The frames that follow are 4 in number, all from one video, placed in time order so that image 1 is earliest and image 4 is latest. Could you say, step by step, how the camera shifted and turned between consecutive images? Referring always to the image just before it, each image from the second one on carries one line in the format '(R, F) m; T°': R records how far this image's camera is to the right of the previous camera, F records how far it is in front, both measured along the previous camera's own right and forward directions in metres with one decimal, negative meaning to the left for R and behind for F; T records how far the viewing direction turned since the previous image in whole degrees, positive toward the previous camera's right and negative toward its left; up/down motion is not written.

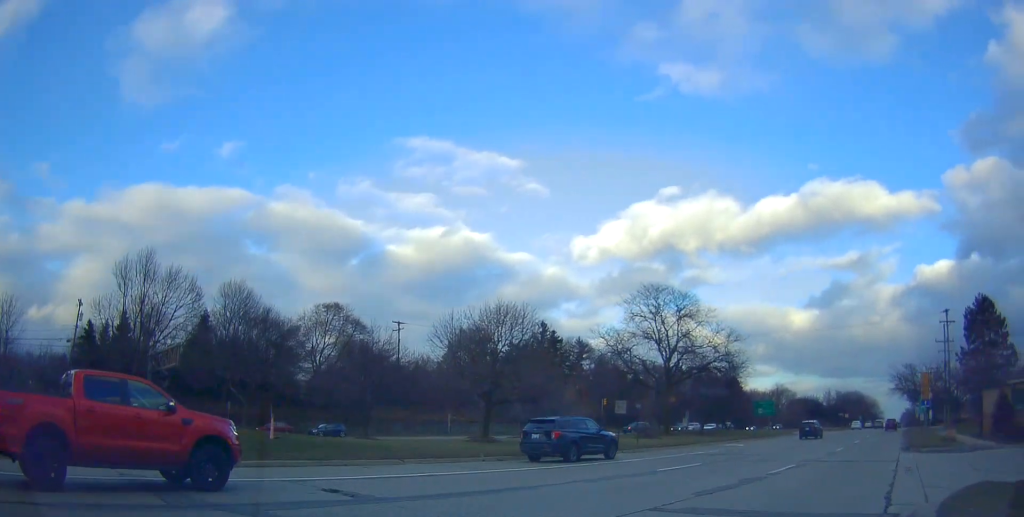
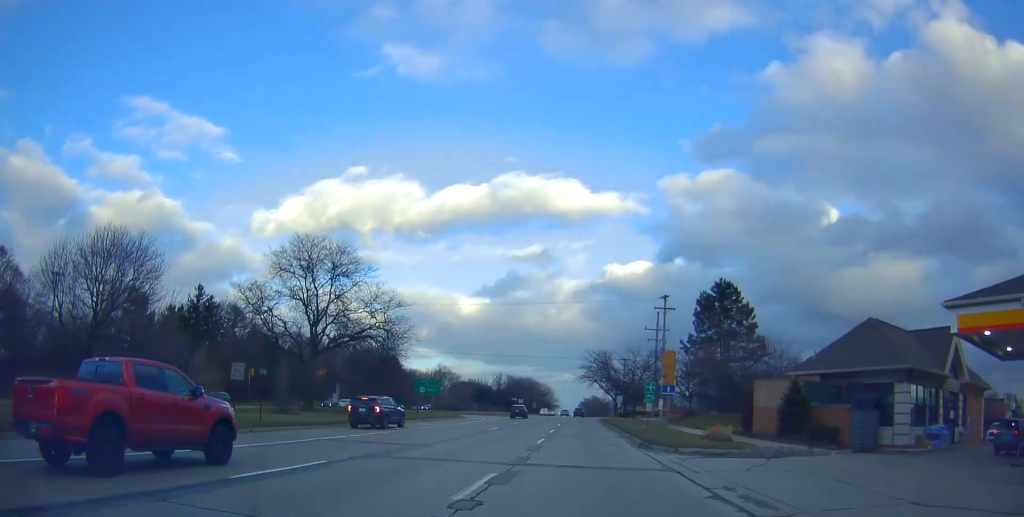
(+3.0, +8.8) m; +24°
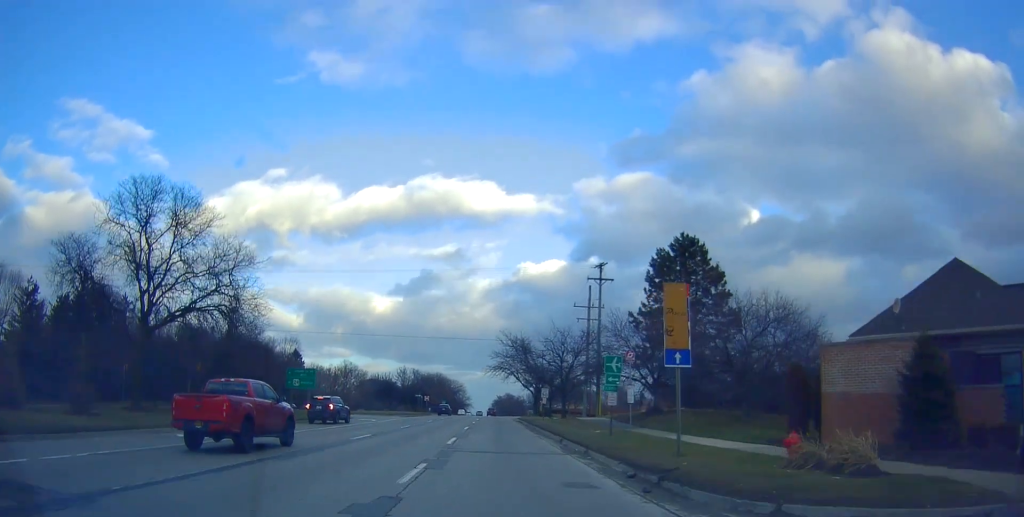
(+1.8, +13.2) m; +14°
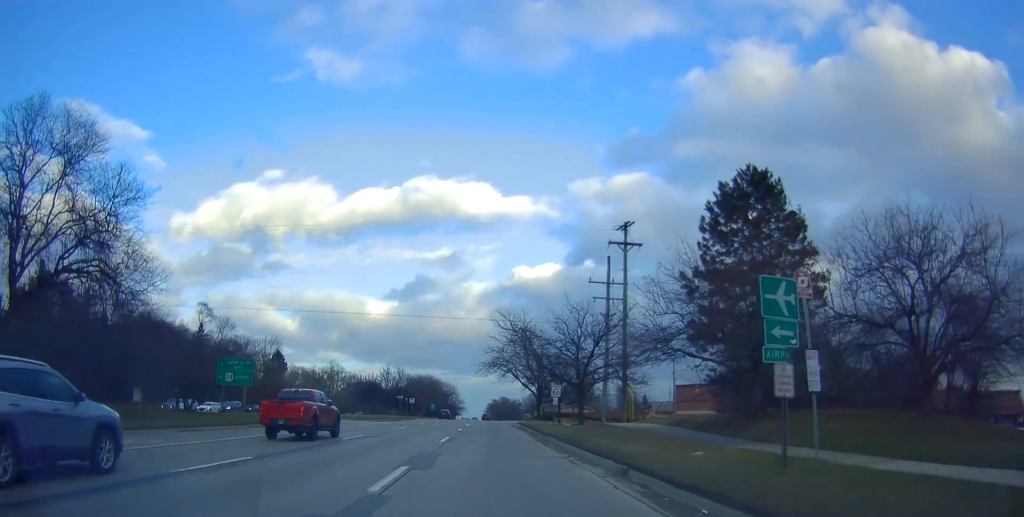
(+0.5, +12.2) m; +3°
